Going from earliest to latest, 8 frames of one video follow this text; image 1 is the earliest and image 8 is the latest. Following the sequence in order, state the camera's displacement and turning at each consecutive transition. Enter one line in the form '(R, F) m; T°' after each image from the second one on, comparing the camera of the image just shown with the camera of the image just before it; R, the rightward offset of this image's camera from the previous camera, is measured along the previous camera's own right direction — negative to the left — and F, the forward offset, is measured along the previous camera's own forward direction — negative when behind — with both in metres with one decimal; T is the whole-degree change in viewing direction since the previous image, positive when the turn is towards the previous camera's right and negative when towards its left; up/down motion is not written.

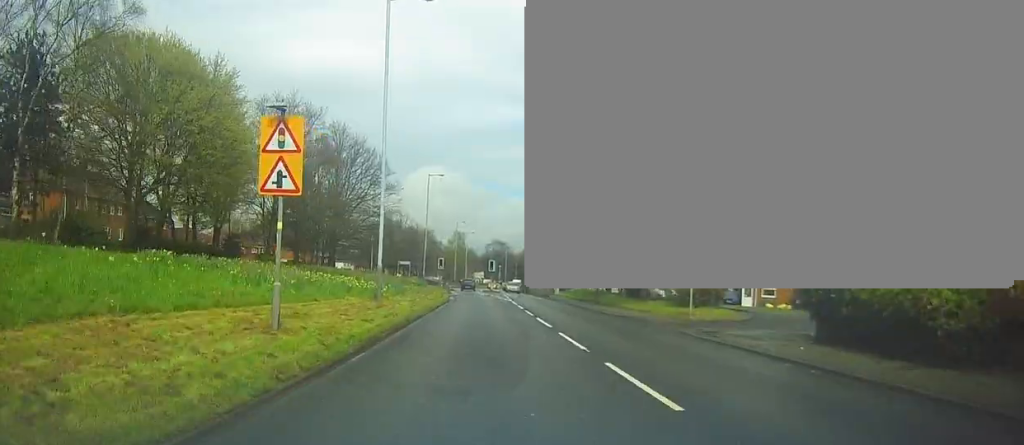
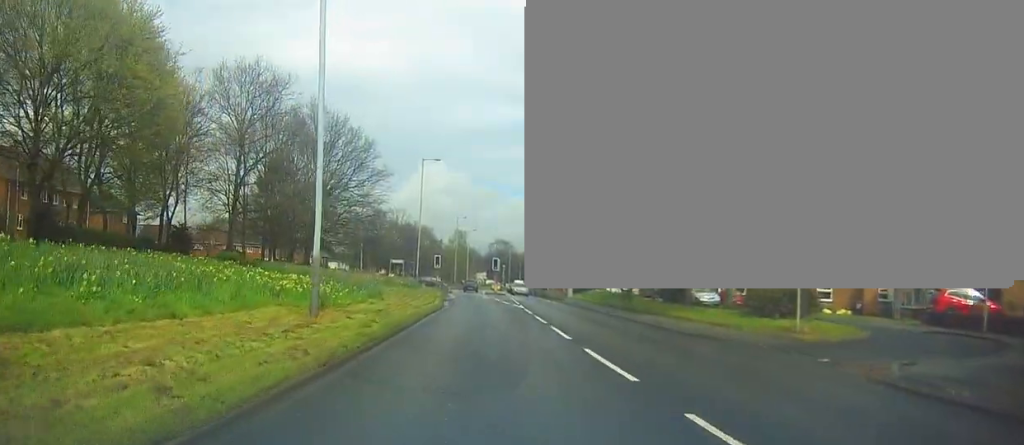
(0.0, +9.9) m; -1°
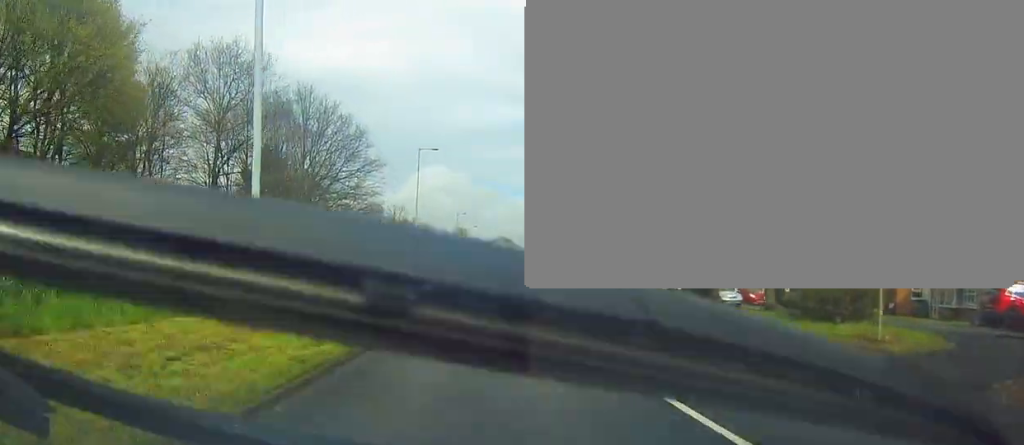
(-0.2, +4.4) m; 0°
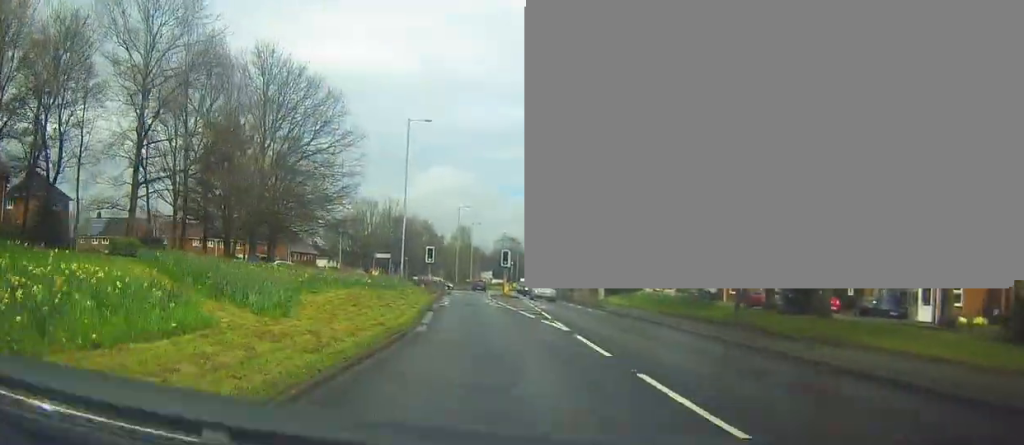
(+0.4, +11.2) m; +1°
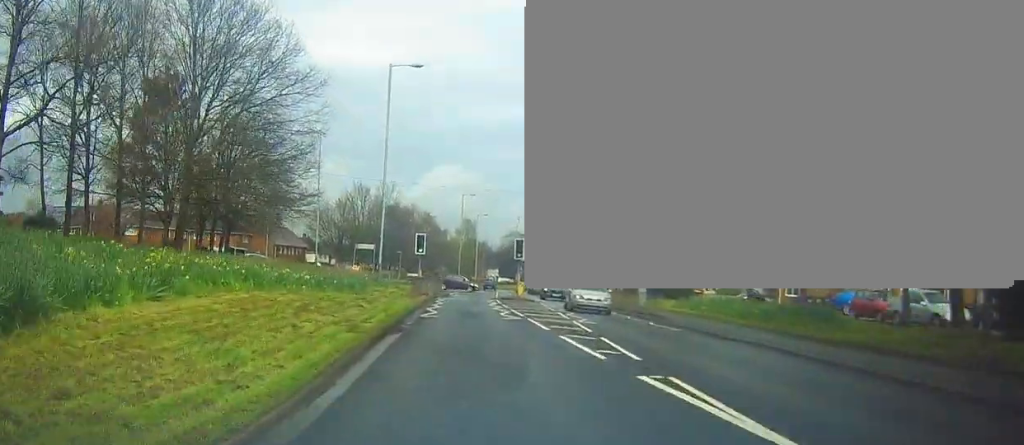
(-0.4, +12.5) m; -3°
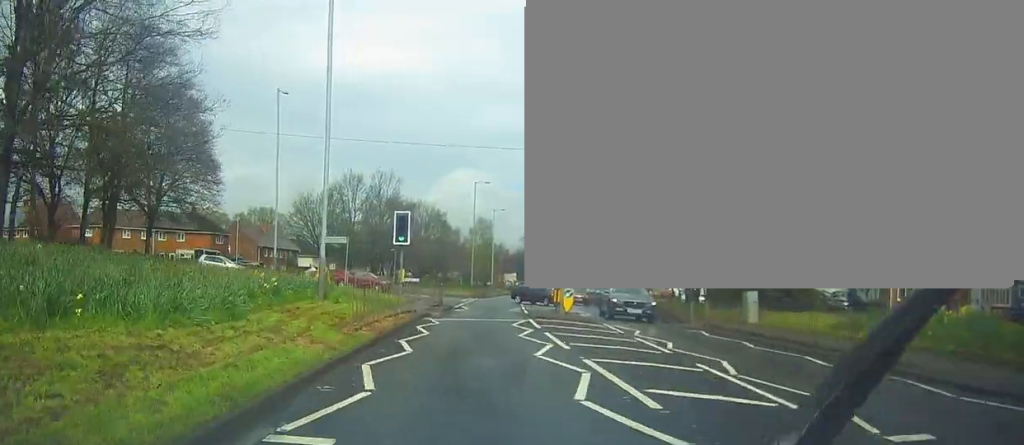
(+0.4, +15.3) m; +1°
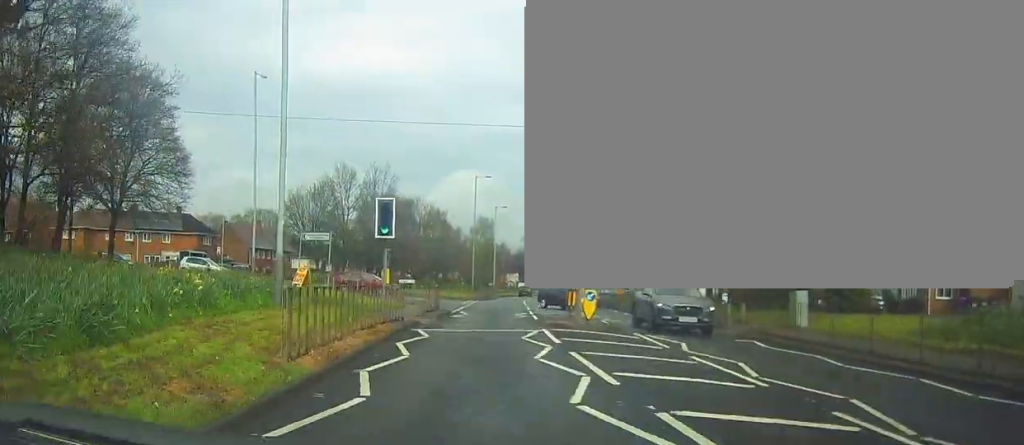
(-0.2, +4.2) m; -1°
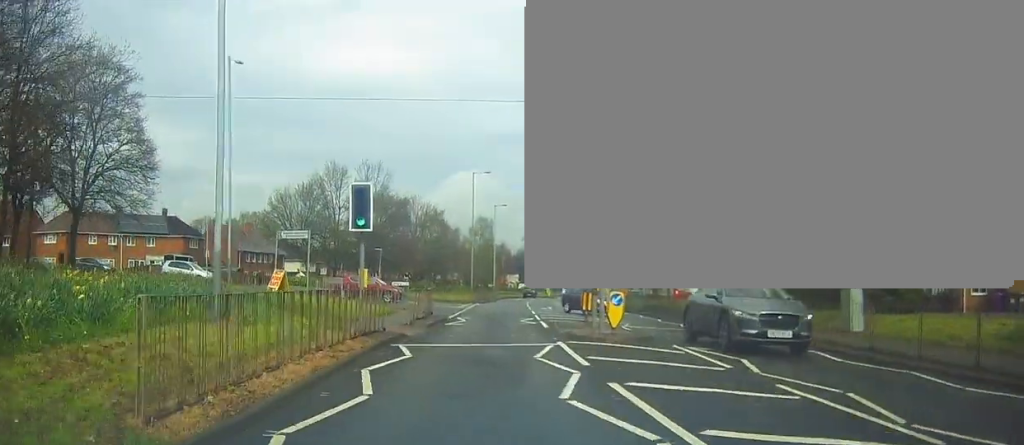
(-0.2, +3.6) m; -1°
